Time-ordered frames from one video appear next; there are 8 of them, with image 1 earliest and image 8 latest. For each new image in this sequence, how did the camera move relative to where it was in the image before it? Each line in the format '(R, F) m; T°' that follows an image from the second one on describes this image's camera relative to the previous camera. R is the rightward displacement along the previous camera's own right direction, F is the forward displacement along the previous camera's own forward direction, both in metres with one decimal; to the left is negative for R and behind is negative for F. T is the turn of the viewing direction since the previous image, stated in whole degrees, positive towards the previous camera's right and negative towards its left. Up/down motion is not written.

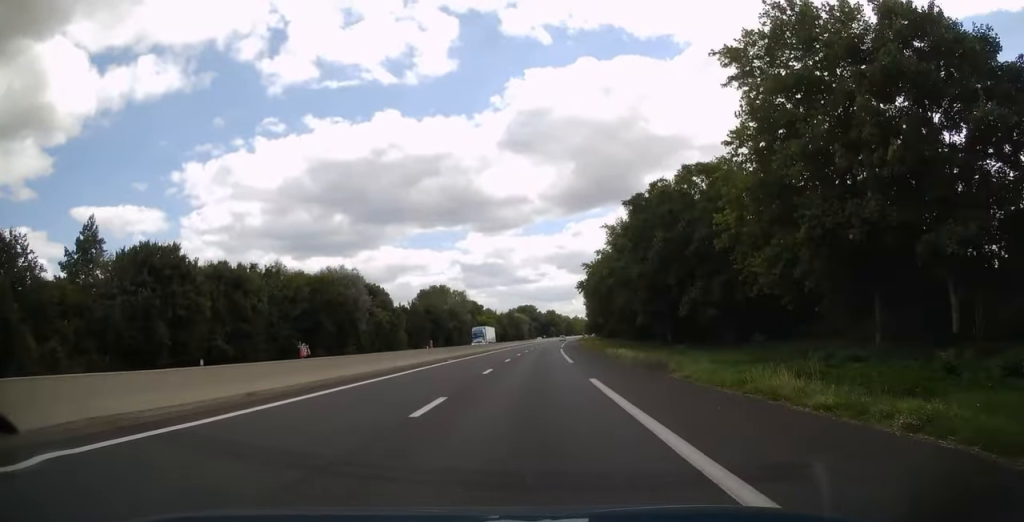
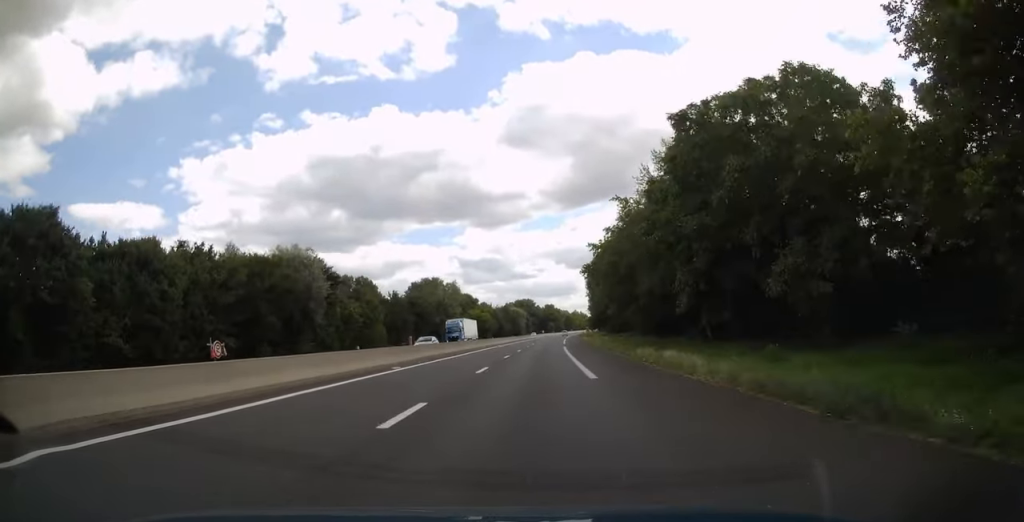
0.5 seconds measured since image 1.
(0.0, +14.8) m; 0°
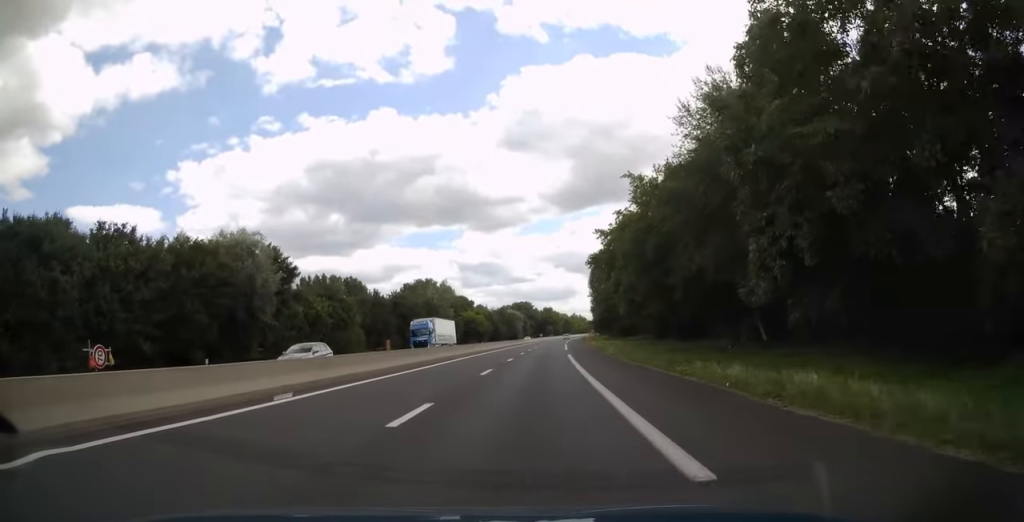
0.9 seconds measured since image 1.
(-0.1, +11.9) m; 0°
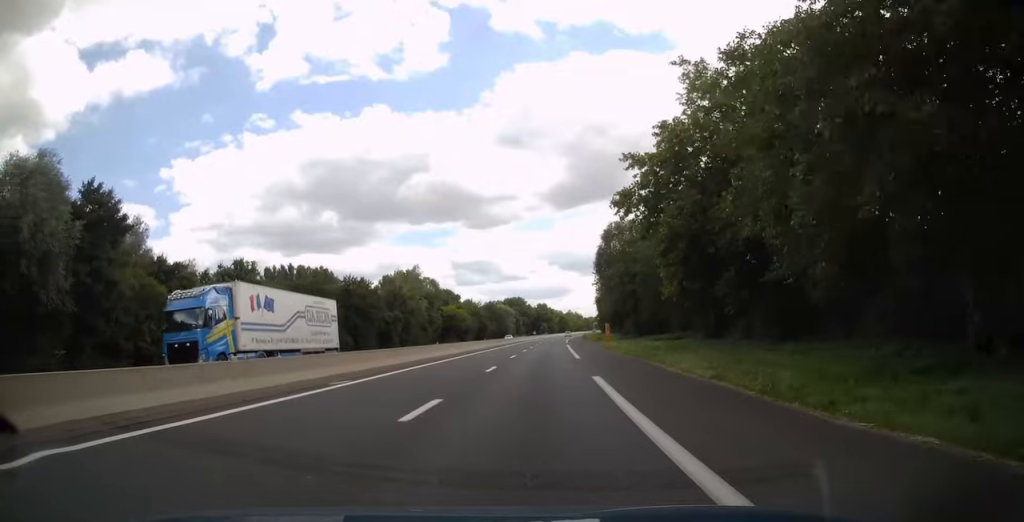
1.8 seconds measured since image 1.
(+0.2, +25.1) m; +1°
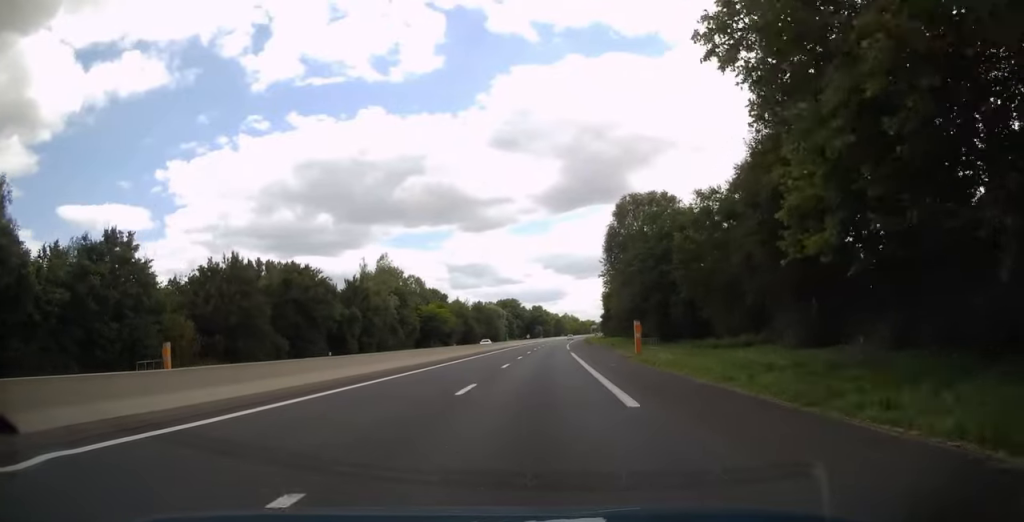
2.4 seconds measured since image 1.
(+0.1, +20.2) m; +1°
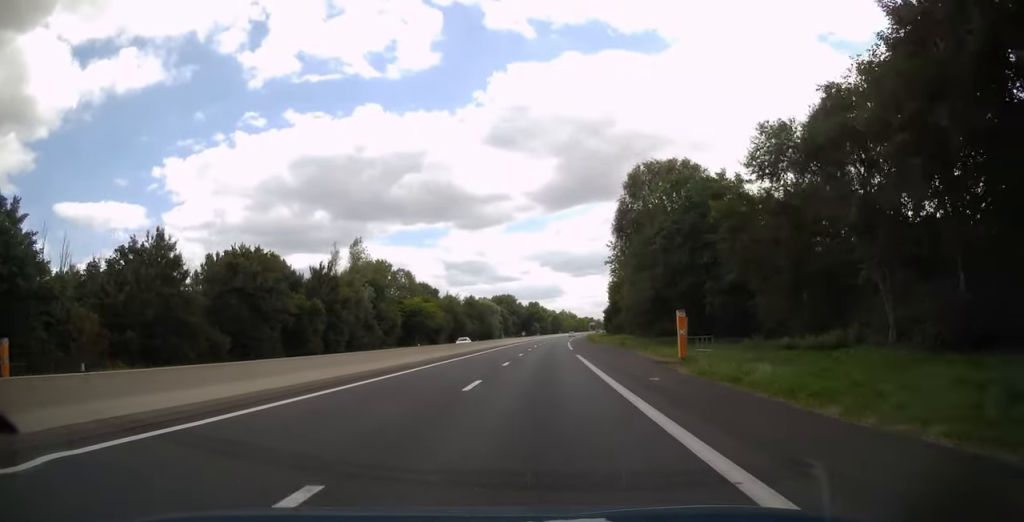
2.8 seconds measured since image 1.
(0.0, +12.3) m; 0°
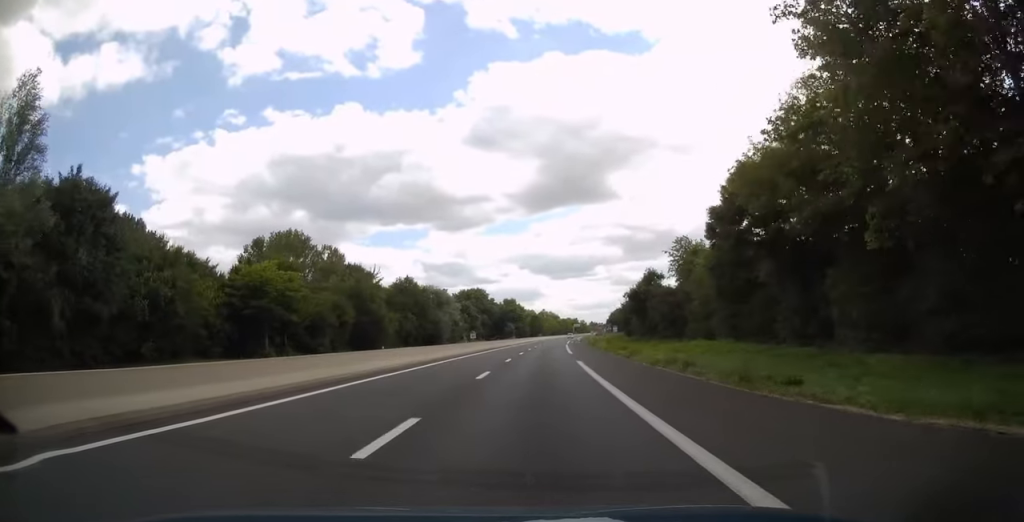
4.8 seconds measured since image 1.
(+0.9, +57.5) m; +2°
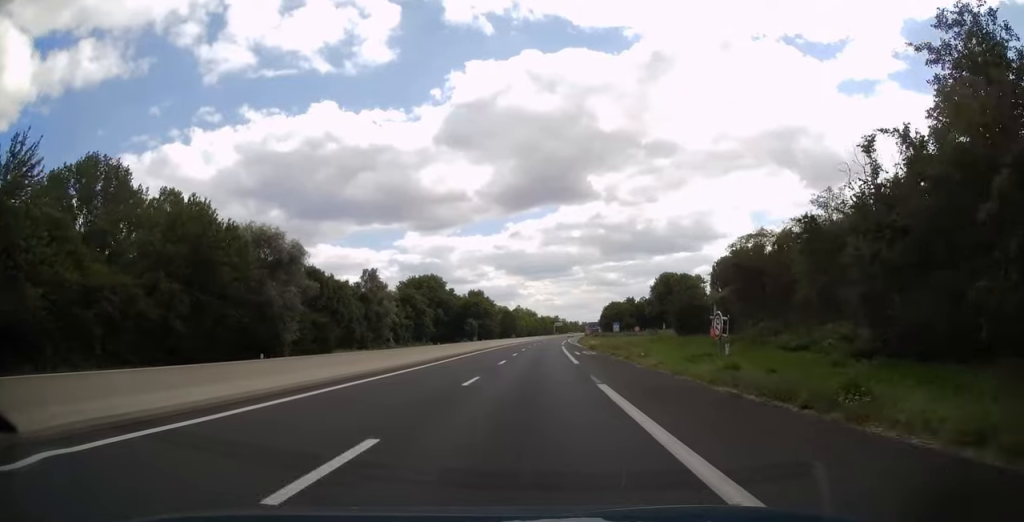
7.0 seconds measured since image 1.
(+1.2, +64.3) m; +2°
